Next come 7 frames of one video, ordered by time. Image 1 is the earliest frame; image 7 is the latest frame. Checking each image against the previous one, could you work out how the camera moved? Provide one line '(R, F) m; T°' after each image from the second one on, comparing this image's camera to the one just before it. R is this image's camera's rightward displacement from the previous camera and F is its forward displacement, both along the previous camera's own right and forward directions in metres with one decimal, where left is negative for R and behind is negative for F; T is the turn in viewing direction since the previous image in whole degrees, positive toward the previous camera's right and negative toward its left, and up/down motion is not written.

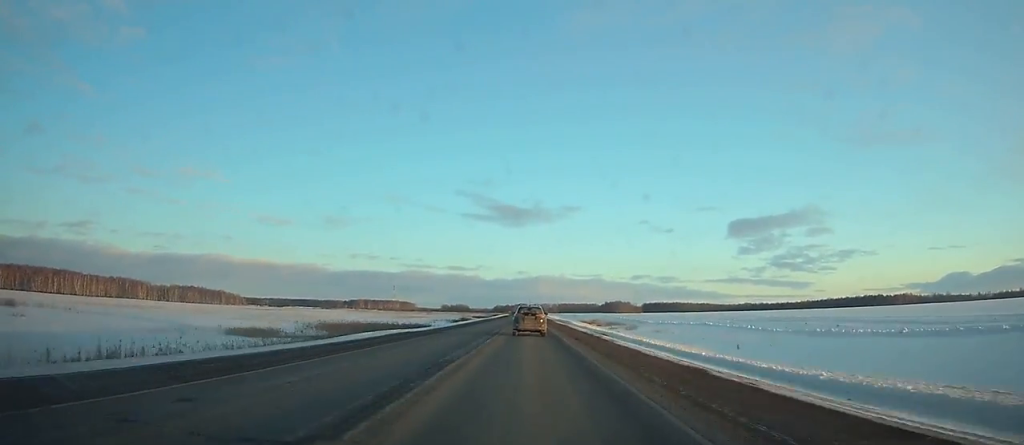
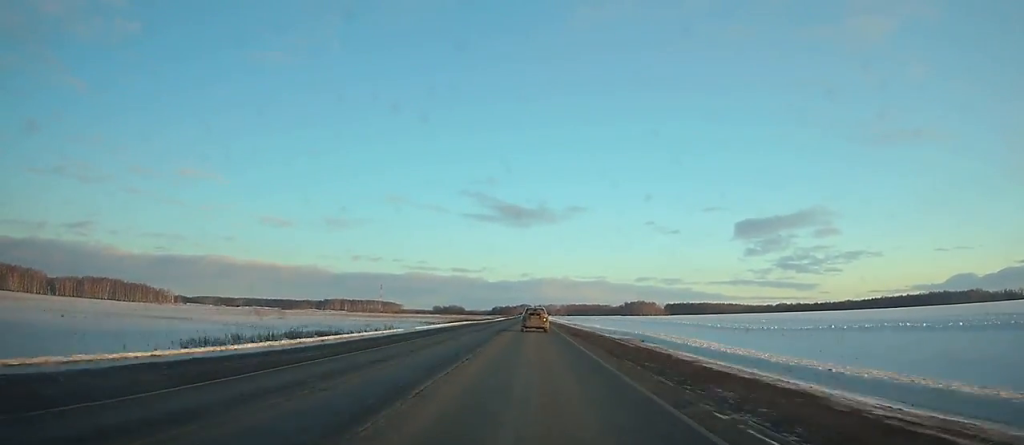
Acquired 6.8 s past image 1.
(+0.4, +189.4) m; 0°
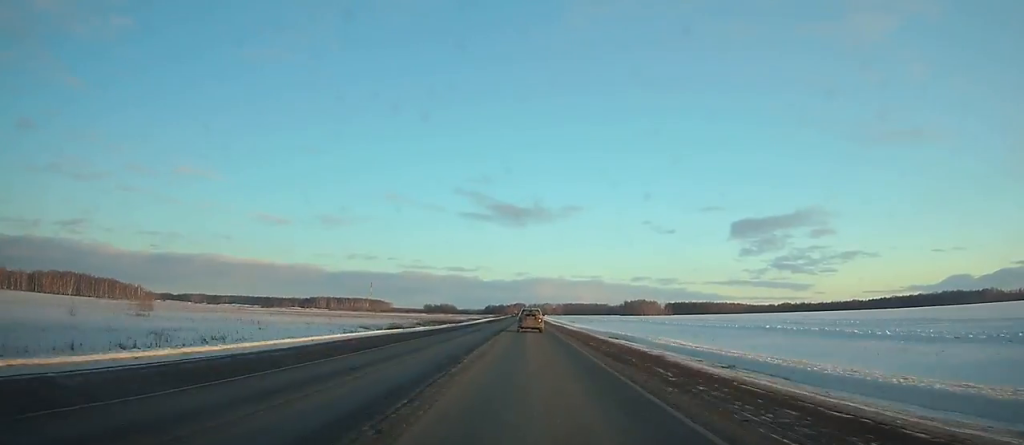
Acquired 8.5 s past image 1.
(0.0, +49.6) m; 0°
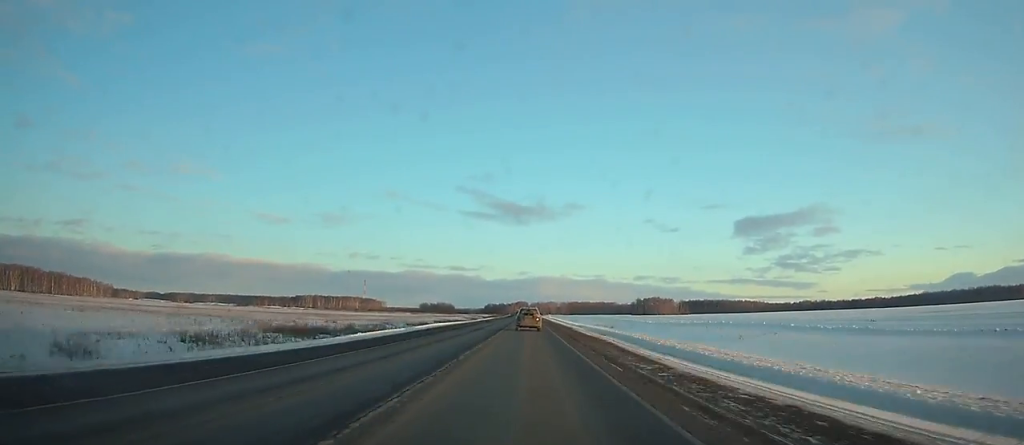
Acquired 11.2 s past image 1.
(0.0, +80.2) m; 0°
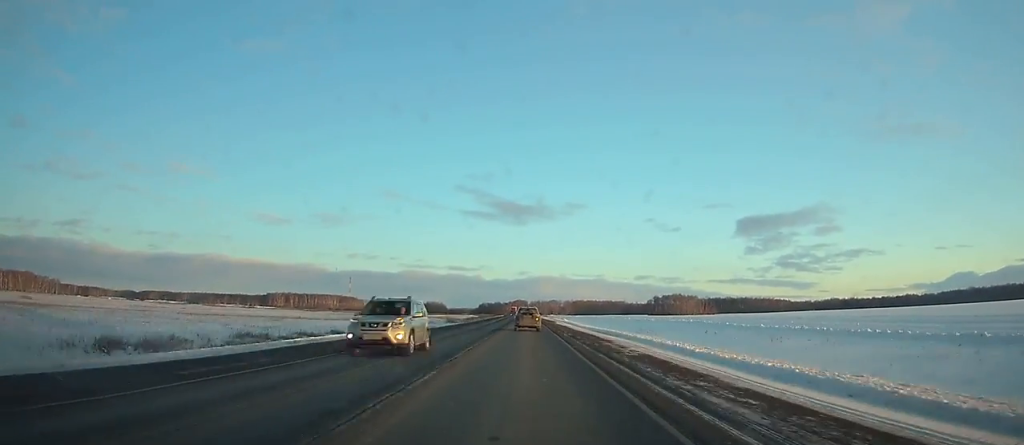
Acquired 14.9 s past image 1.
(0.0, +112.5) m; 0°
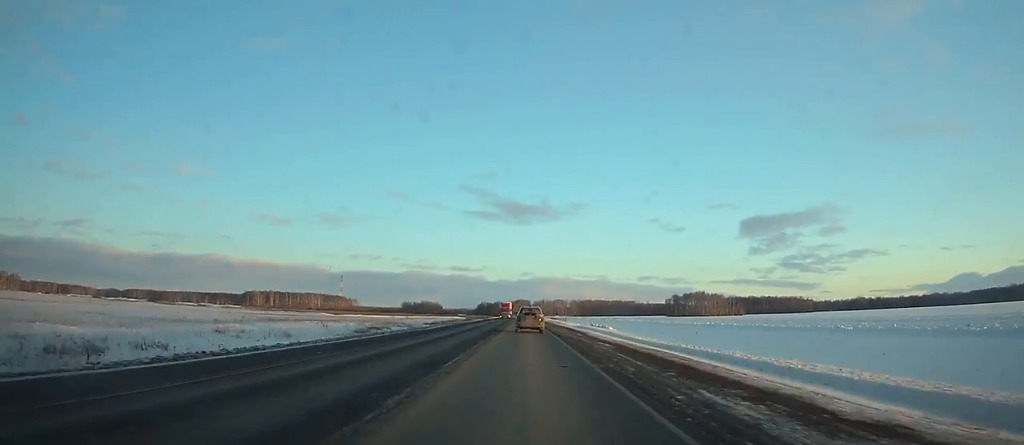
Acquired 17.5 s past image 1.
(-0.1, +79.9) m; 0°
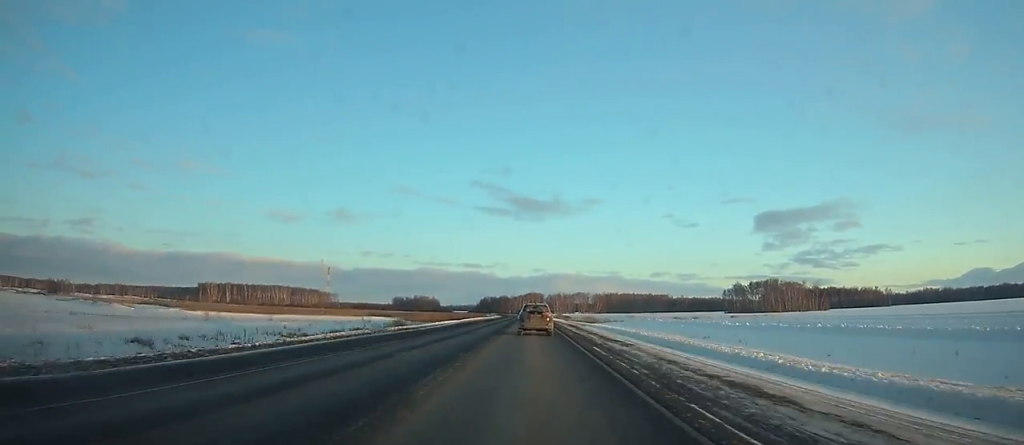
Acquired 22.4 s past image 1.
(-1.2, +150.2) m; -1°
